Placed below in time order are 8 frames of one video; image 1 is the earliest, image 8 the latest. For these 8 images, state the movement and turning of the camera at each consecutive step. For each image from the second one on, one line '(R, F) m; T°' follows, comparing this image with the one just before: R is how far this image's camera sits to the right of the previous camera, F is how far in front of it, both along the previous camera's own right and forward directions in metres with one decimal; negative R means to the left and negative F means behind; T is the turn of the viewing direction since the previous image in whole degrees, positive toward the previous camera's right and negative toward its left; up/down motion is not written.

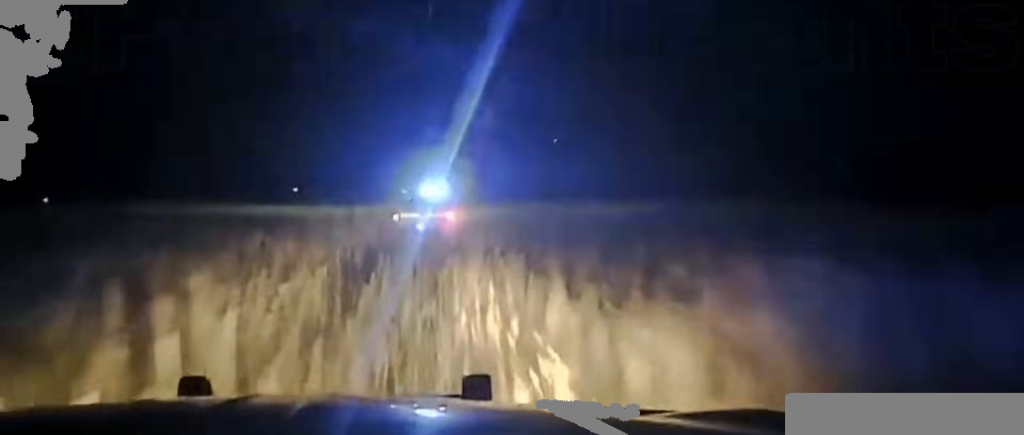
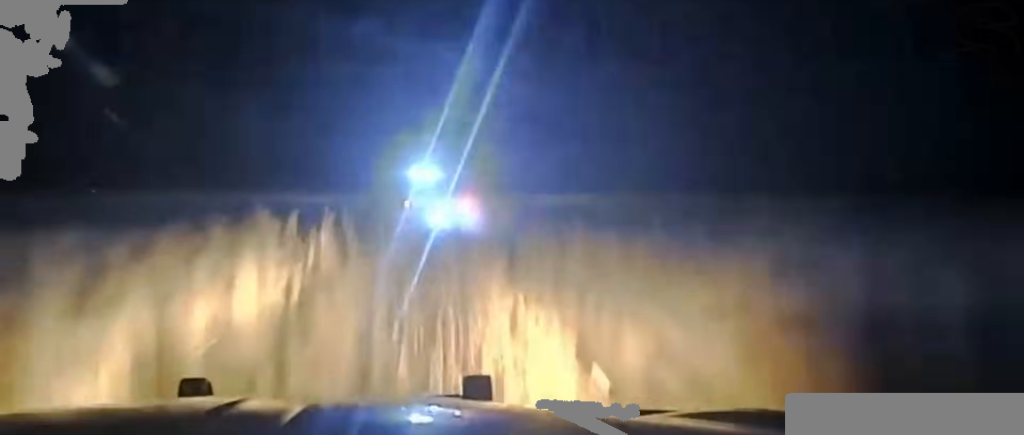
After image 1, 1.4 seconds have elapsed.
(-0.1, +17.2) m; -1°
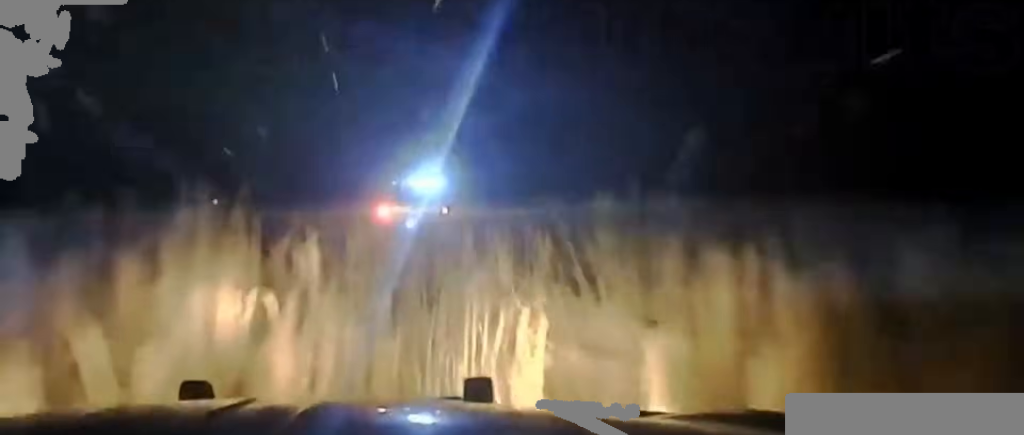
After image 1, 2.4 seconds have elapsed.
(-0.1, +10.4) m; -1°
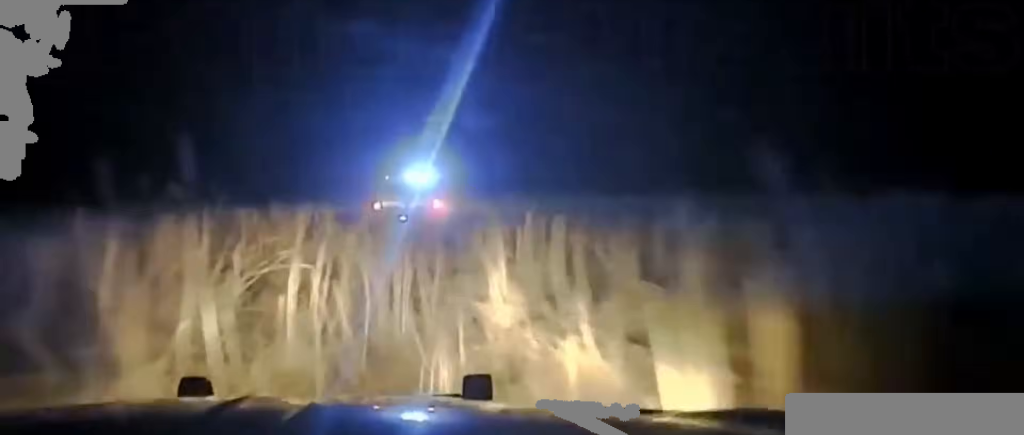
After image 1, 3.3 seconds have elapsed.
(0.0, +8.0) m; 0°
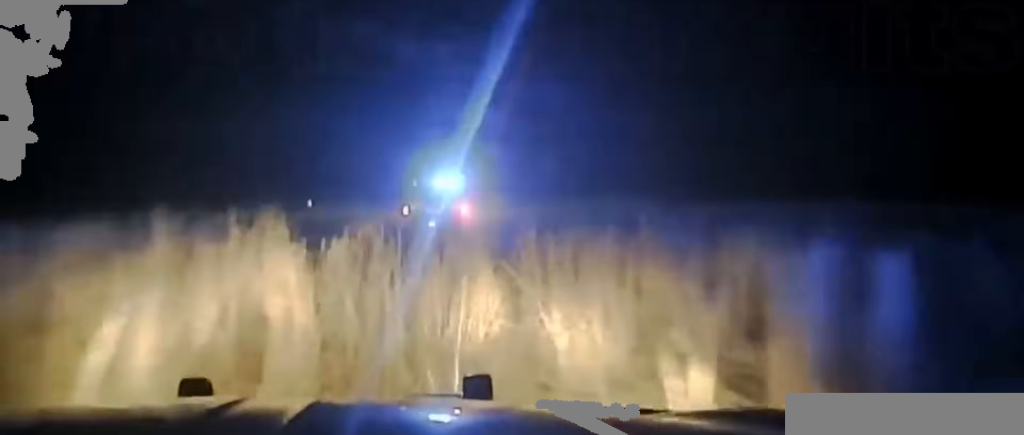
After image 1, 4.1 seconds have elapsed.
(0.0, +5.9) m; 0°
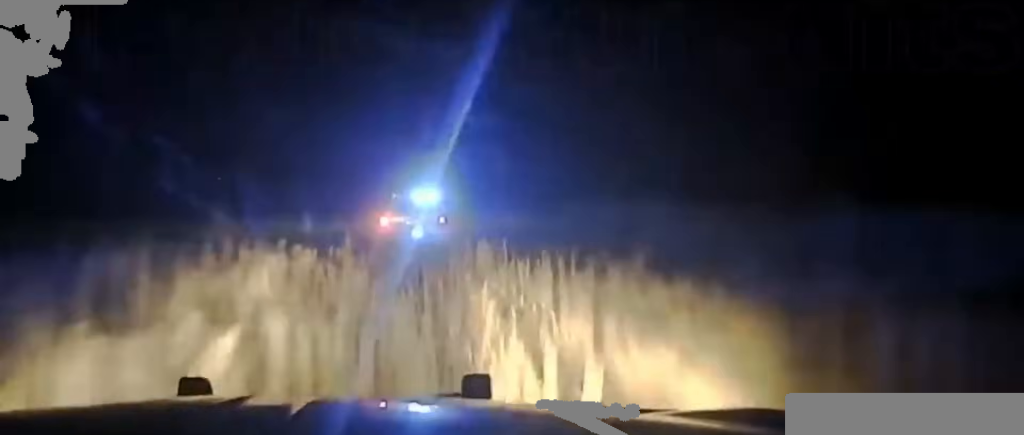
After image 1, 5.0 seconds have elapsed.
(0.0, +6.9) m; -1°
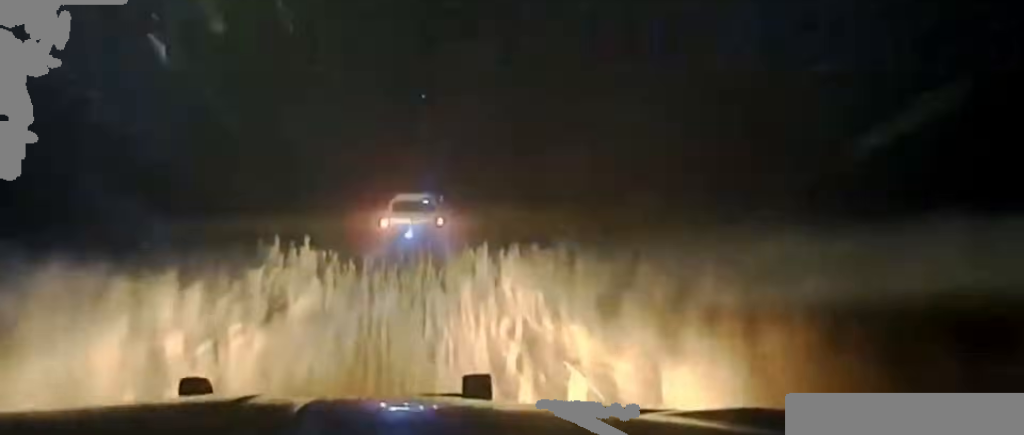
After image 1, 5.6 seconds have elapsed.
(0.0, +4.6) m; -1°
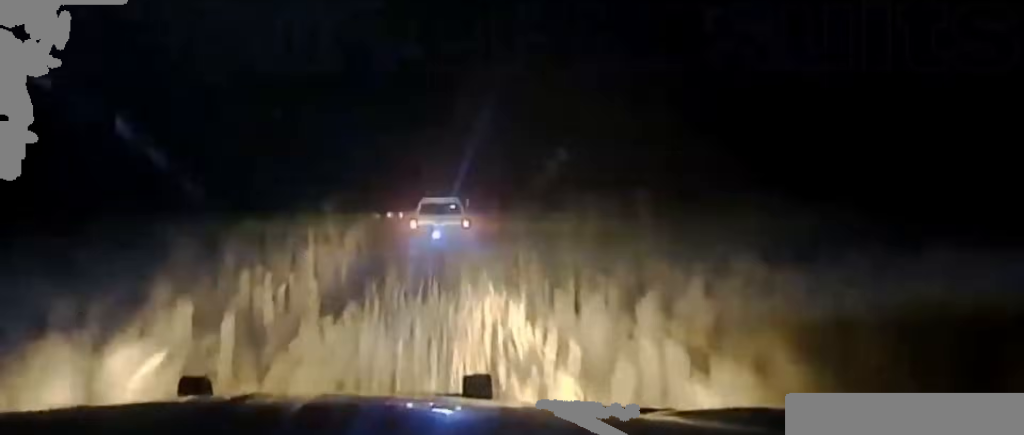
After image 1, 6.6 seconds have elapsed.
(-0.1, +8.3) m; 0°
